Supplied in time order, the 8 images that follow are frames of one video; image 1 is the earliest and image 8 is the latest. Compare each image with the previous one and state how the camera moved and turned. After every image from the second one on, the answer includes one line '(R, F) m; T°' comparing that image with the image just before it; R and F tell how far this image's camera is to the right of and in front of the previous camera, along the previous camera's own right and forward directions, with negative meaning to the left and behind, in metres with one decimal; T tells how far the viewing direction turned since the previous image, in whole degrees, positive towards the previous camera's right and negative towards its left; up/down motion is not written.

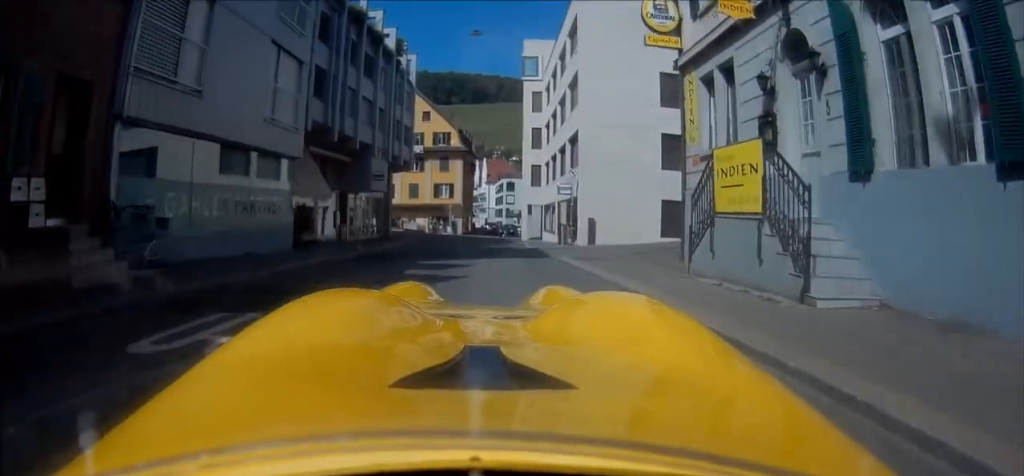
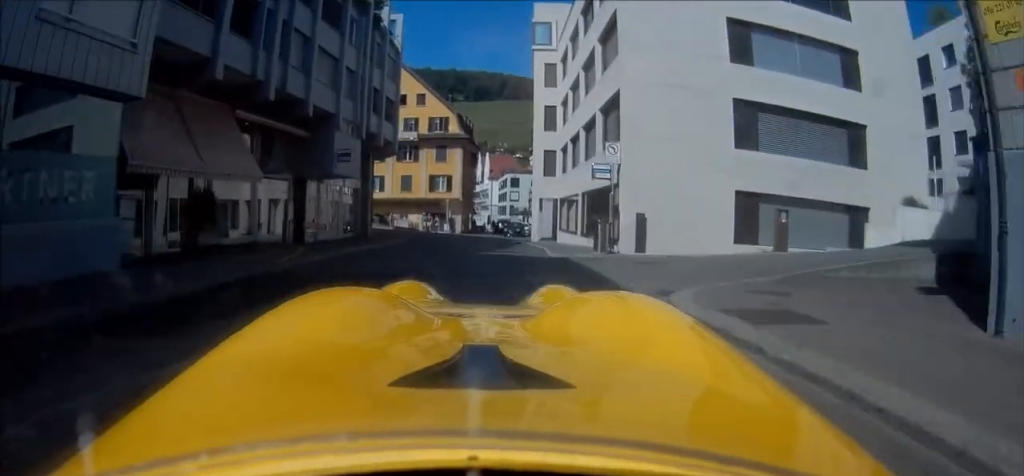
(+0.2, +8.0) m; +4°
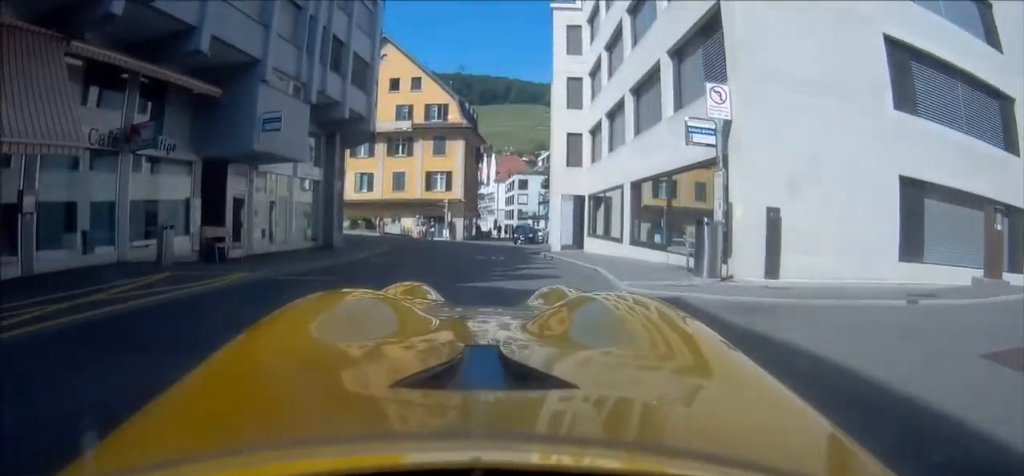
(+0.2, +8.4) m; 0°
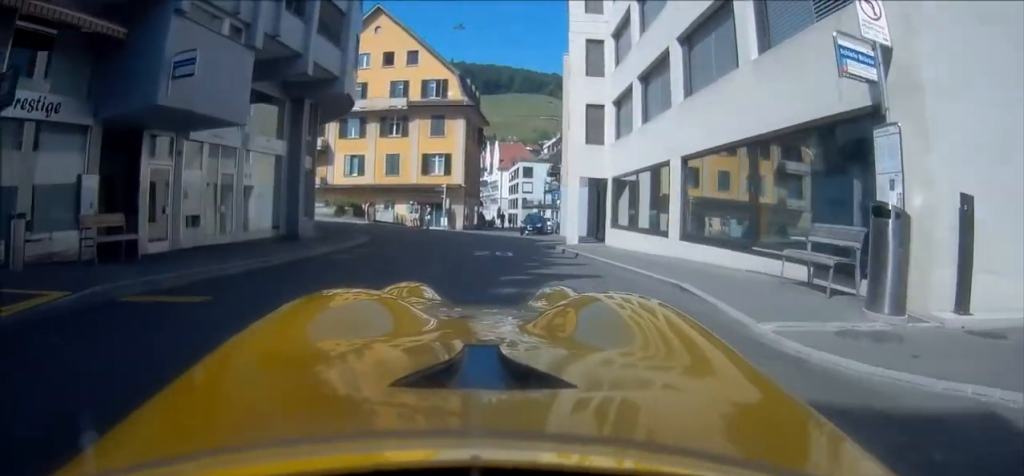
(-0.1, +4.7) m; -1°
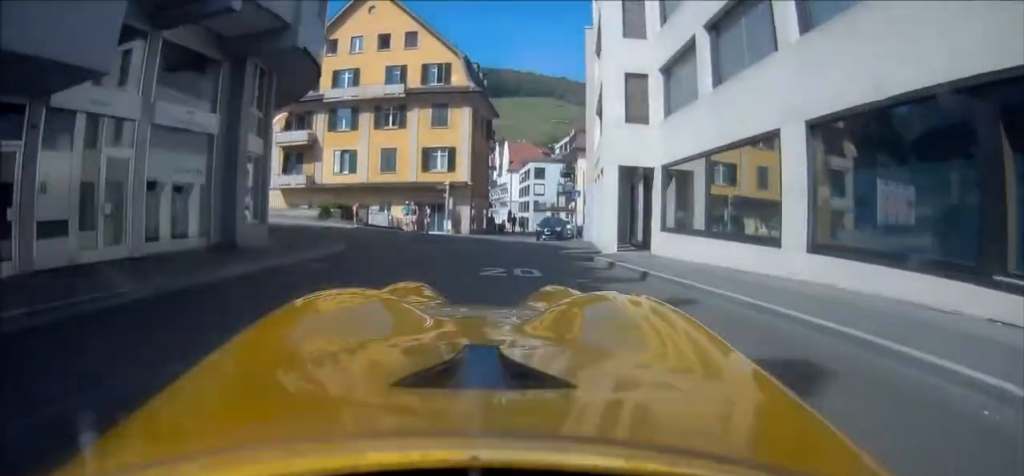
(-0.1, +5.6) m; -1°
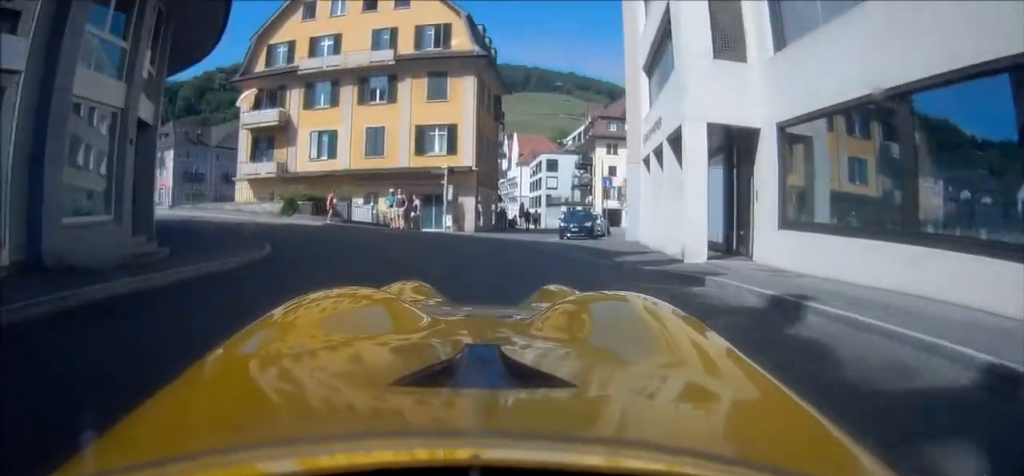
(-0.1, +7.0) m; +2°
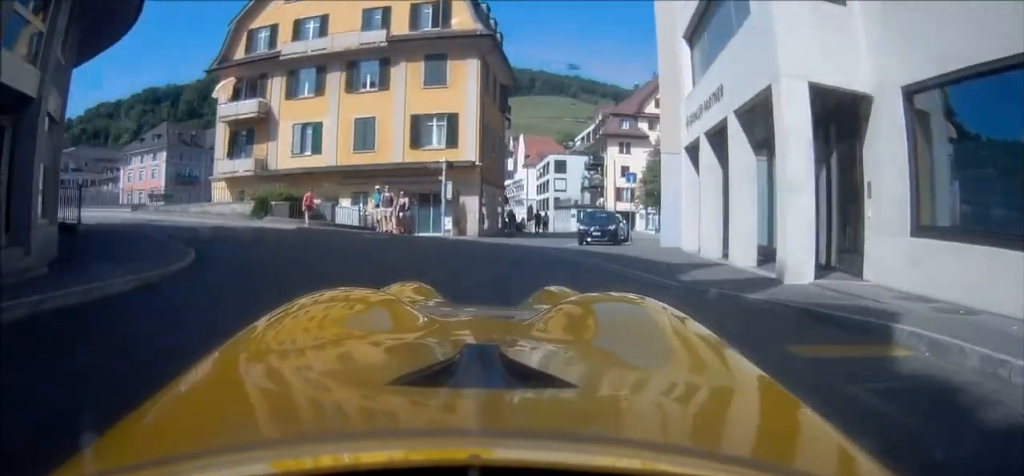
(+0.2, +3.8) m; +3°
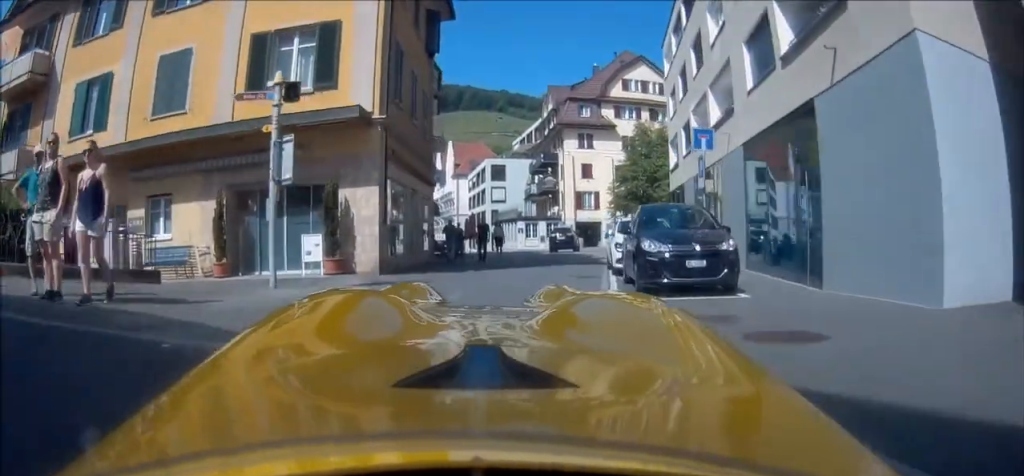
(+0.9, +13.8) m; +4°
